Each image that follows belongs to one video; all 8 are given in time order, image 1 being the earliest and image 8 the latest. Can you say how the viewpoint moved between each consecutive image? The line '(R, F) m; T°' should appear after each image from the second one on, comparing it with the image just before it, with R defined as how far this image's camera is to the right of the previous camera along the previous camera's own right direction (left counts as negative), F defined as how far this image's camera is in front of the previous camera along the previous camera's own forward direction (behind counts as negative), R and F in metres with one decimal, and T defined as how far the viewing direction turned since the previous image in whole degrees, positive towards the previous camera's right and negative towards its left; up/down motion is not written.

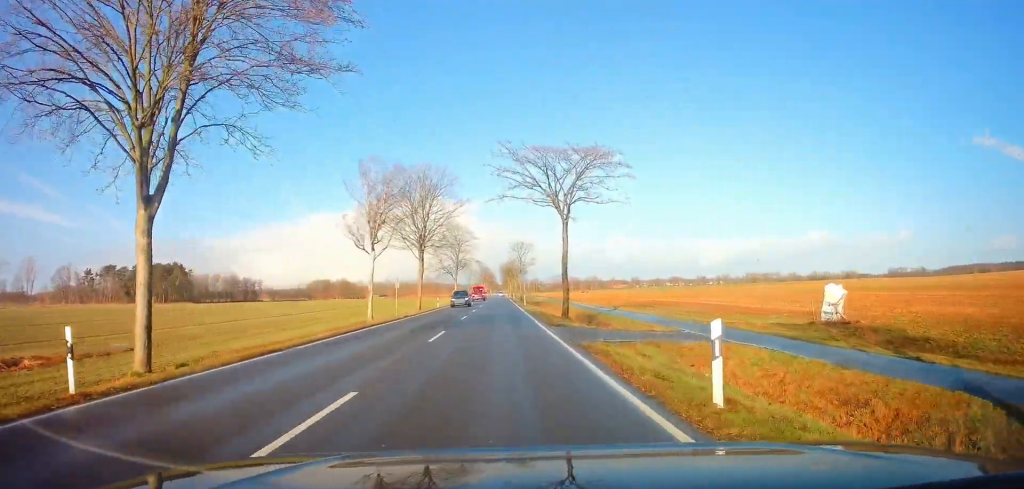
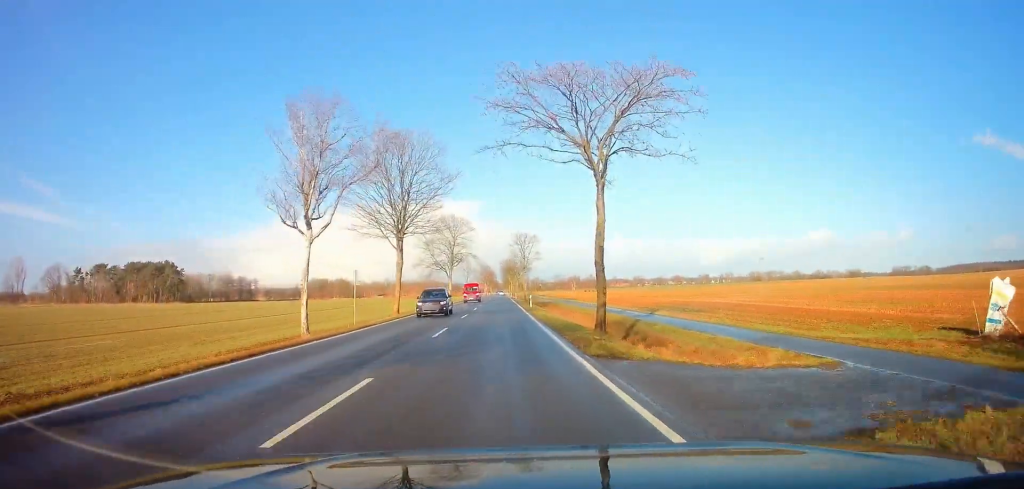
(0.0, +11.0) m; 0°
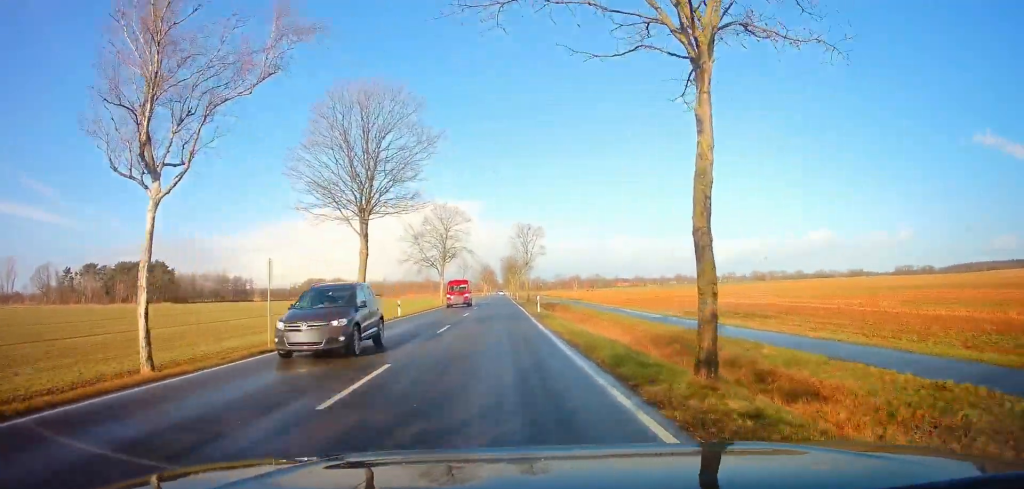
(0.0, +10.3) m; 0°
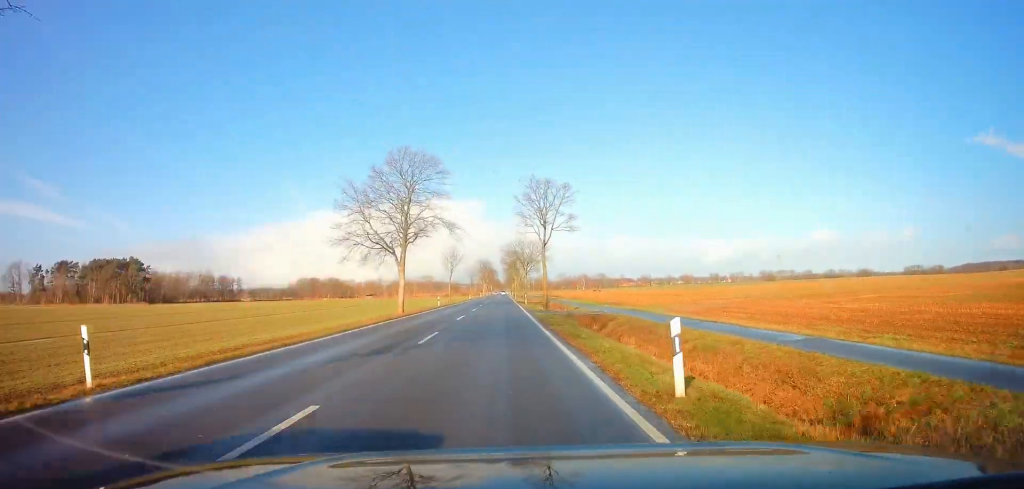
(0.0, +28.4) m; 0°
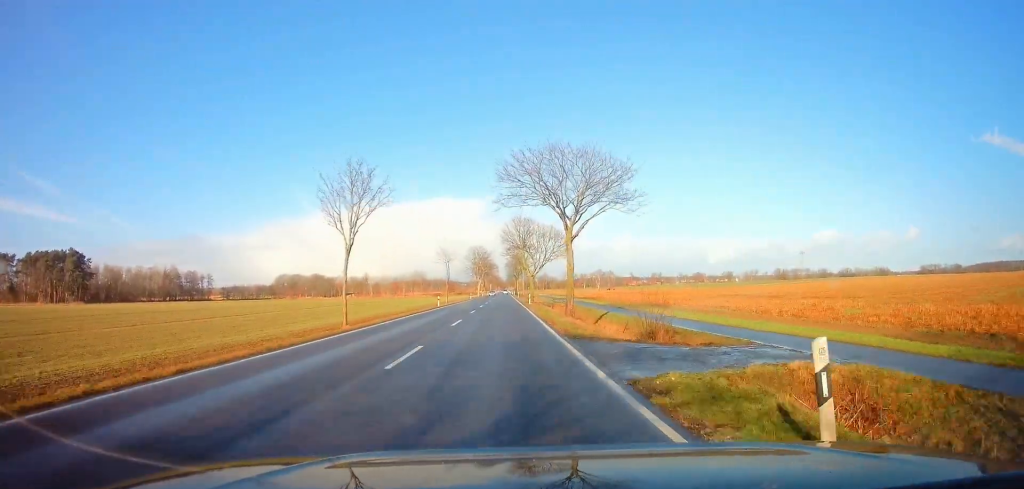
(-0.1, +53.6) m; 0°
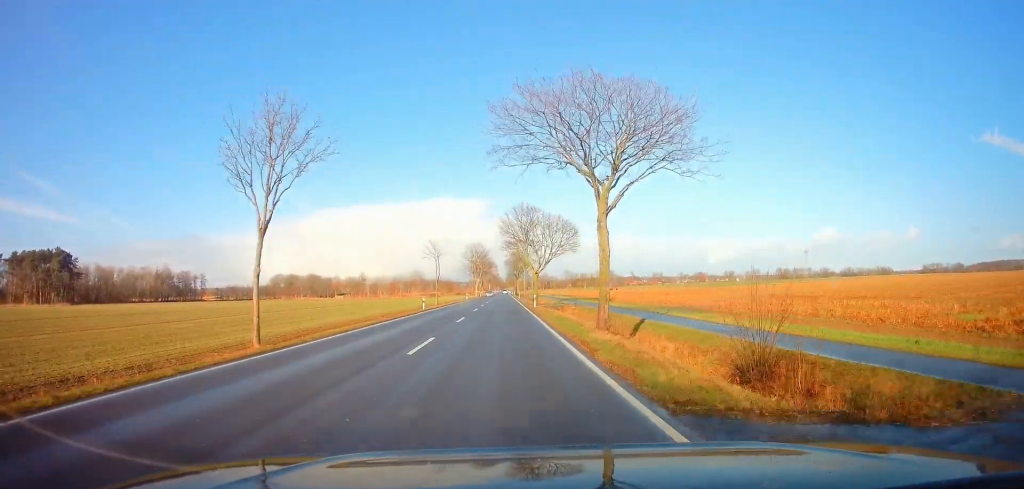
(-0.1, +9.9) m; 0°
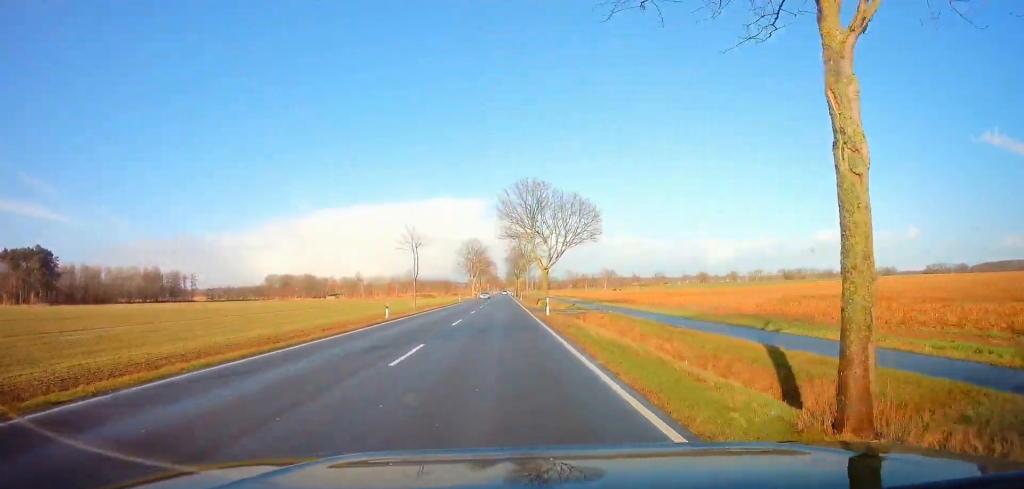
(+0.2, +14.0) m; 0°
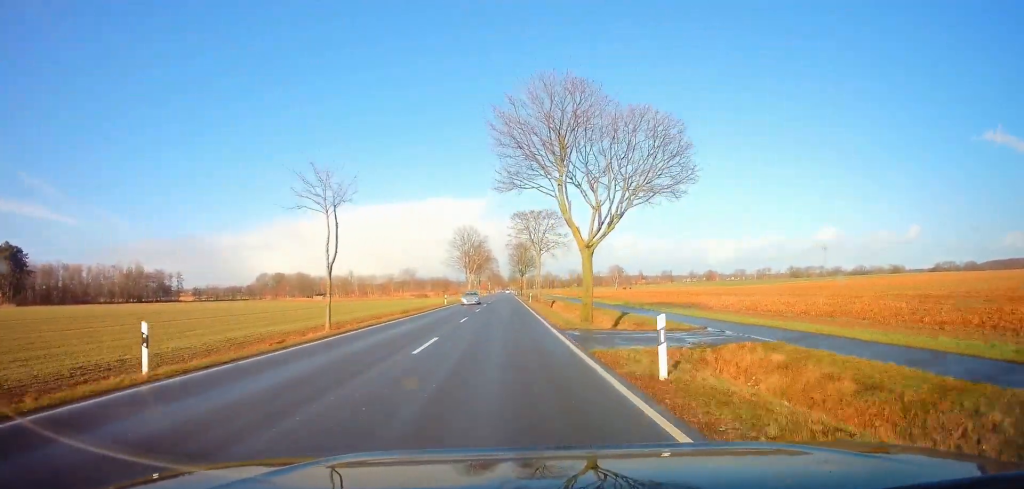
(0.0, +22.1) m; 0°
